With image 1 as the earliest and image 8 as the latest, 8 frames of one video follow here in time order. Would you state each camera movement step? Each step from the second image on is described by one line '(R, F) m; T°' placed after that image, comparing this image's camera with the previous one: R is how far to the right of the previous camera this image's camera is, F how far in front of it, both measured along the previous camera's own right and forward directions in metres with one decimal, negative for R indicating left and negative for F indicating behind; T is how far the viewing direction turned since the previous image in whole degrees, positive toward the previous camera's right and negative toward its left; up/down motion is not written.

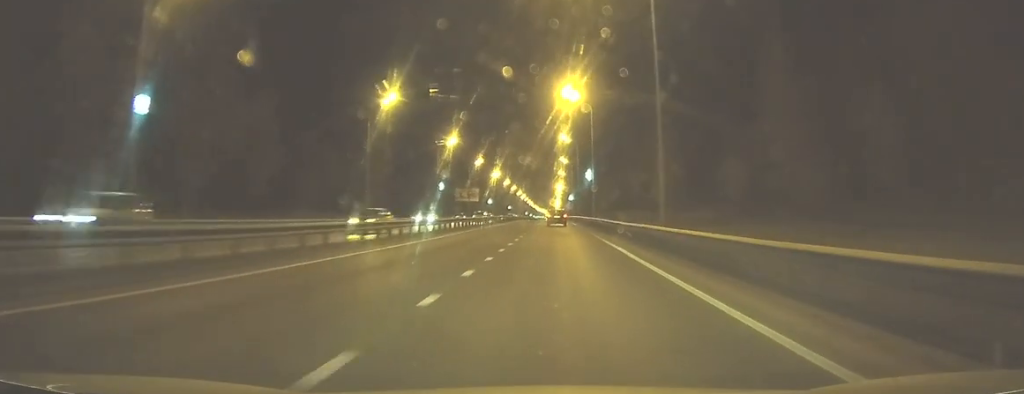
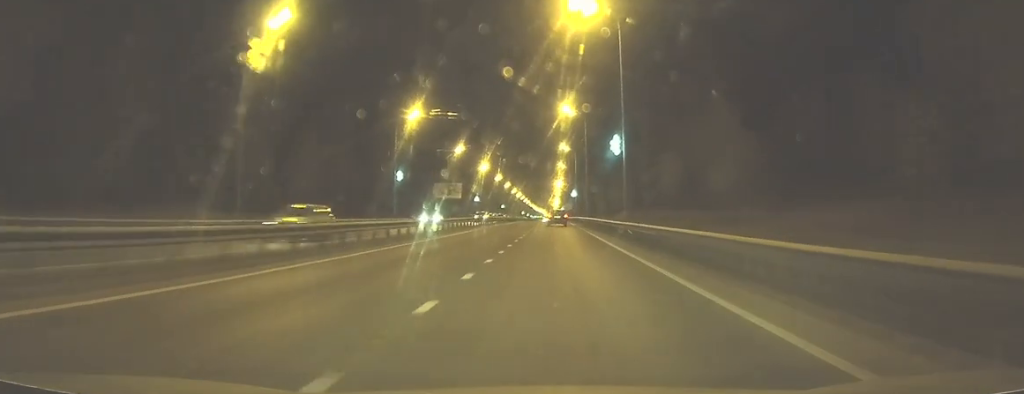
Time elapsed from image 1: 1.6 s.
(-0.1, +28.5) m; 0°
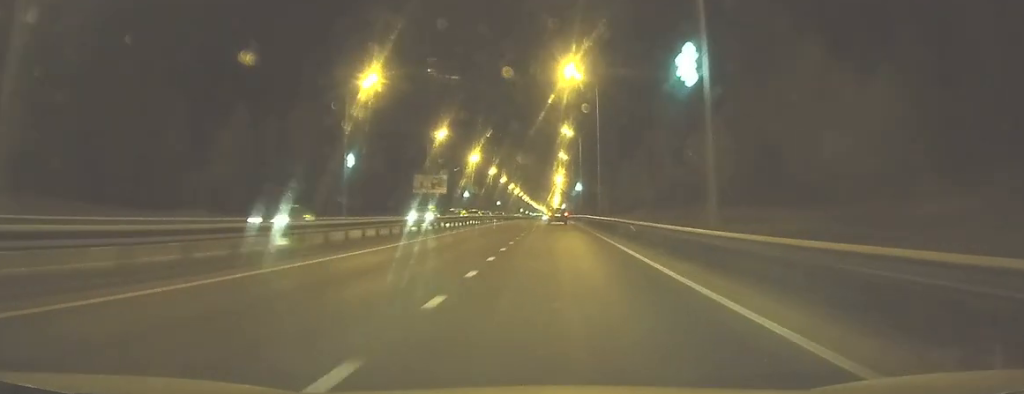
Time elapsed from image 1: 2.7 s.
(0.0, +19.5) m; 0°
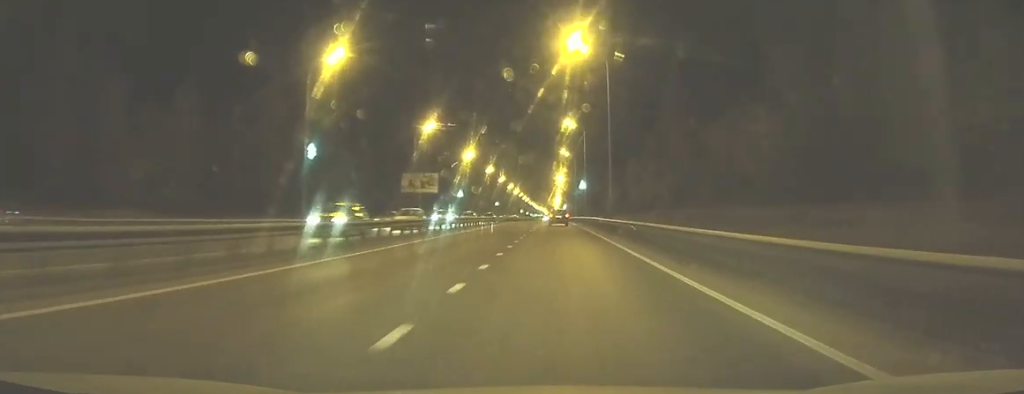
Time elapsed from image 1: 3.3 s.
(0.0, +10.2) m; 0°
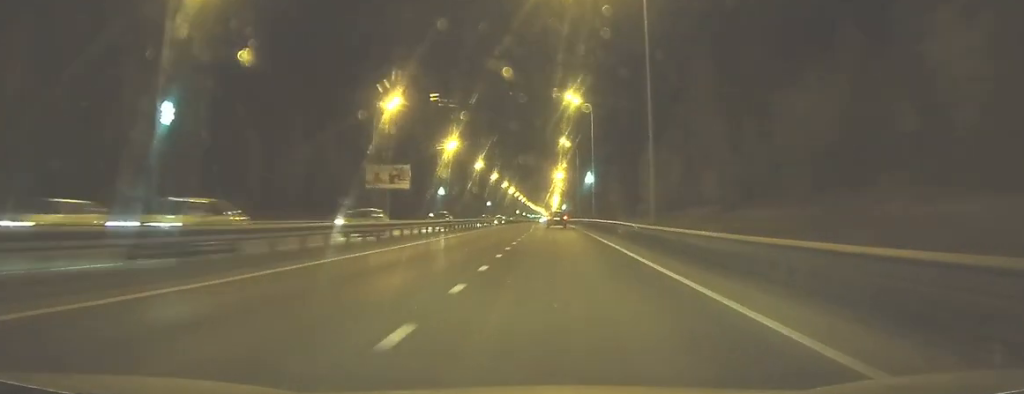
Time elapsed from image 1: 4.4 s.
(0.0, +19.9) m; 0°
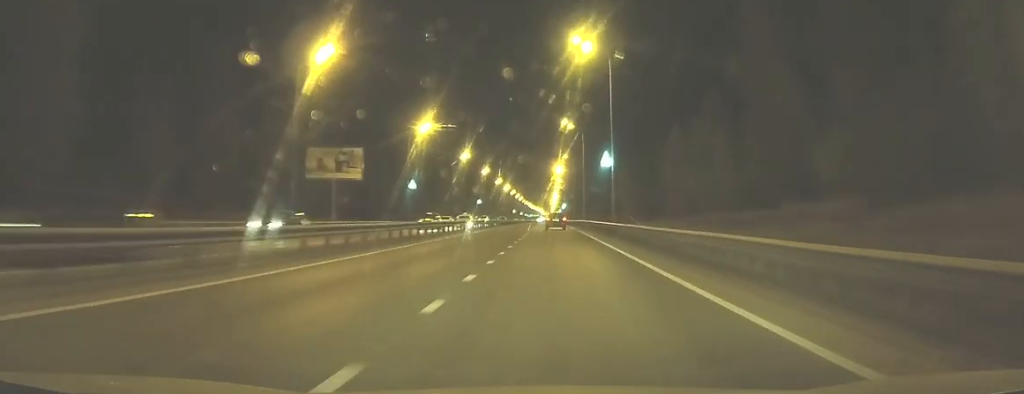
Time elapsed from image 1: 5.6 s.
(-0.1, +21.8) m; 0°
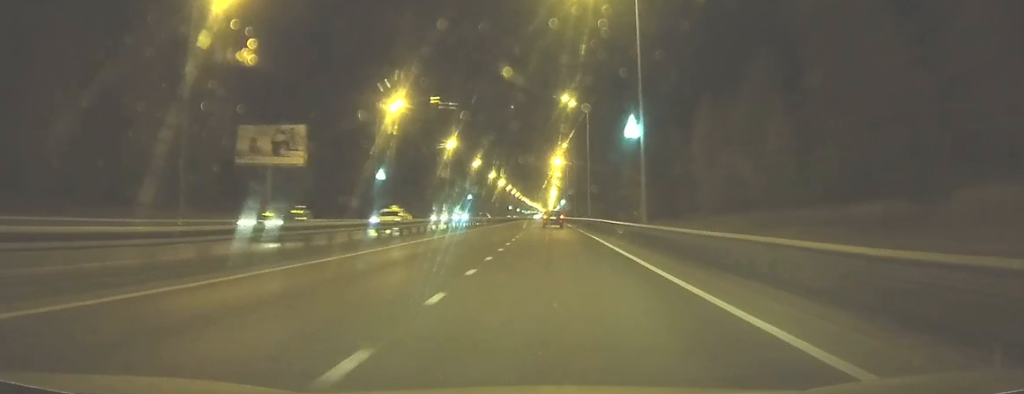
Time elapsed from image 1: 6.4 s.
(+0.1, +15.2) m; 0°
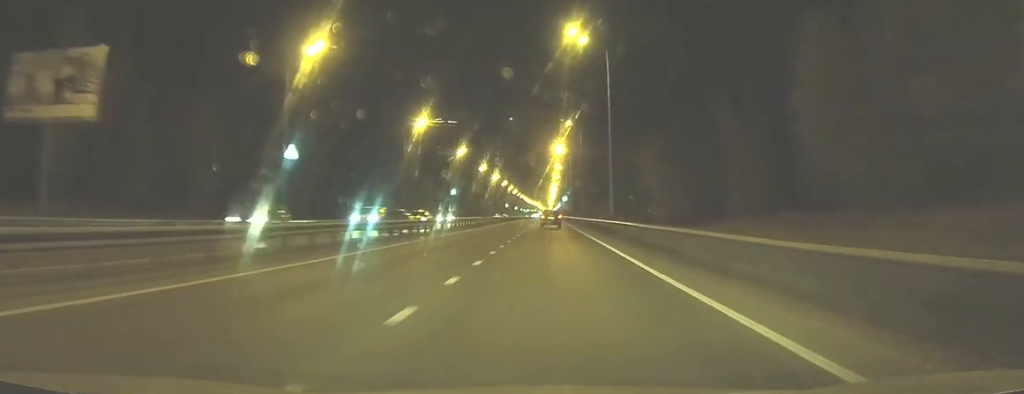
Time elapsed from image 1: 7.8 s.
(+0.1, +25.1) m; 0°
